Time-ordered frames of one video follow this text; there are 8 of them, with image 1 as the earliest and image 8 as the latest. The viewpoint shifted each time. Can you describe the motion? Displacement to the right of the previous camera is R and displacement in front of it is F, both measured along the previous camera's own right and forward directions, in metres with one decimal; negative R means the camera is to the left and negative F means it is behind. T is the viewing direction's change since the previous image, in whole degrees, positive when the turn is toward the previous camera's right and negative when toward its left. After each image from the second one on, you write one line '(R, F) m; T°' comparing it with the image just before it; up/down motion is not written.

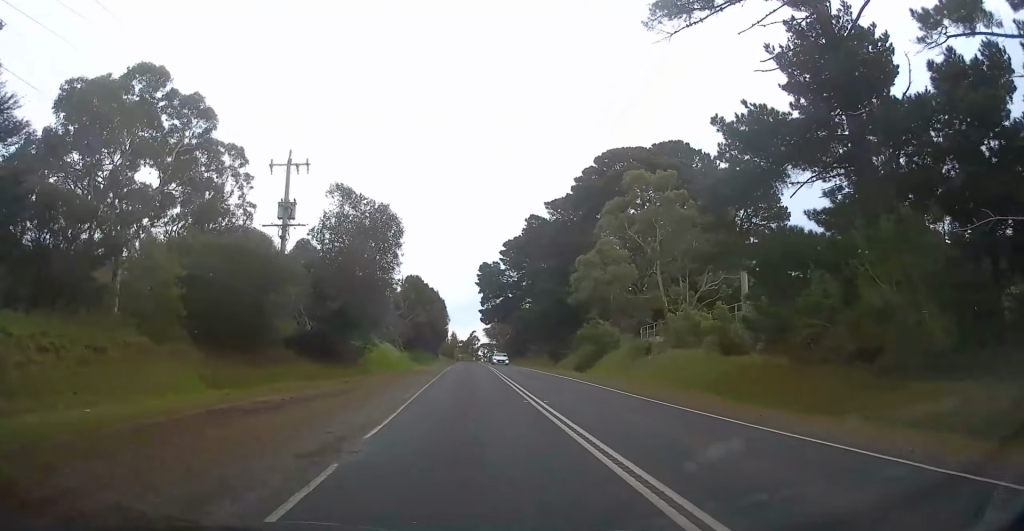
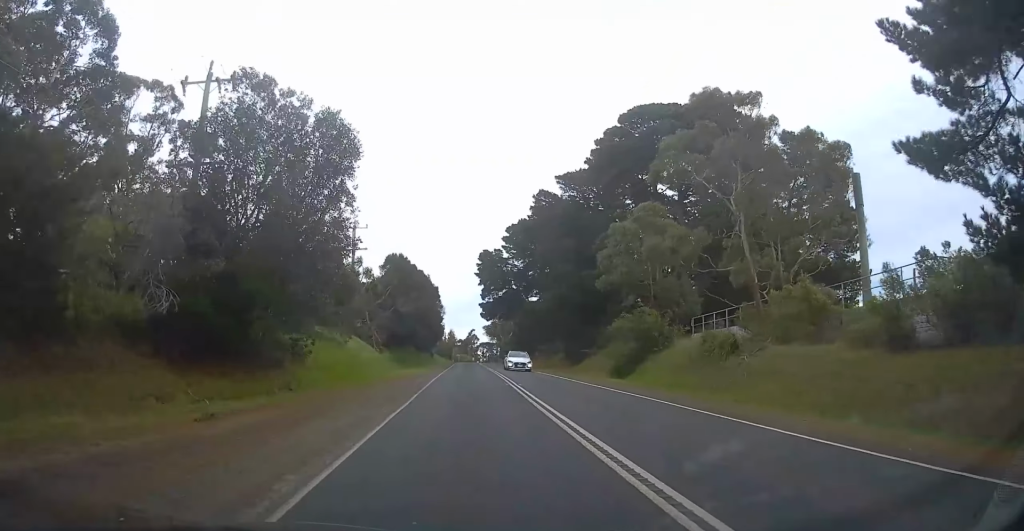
(0.0, +12.9) m; +1°
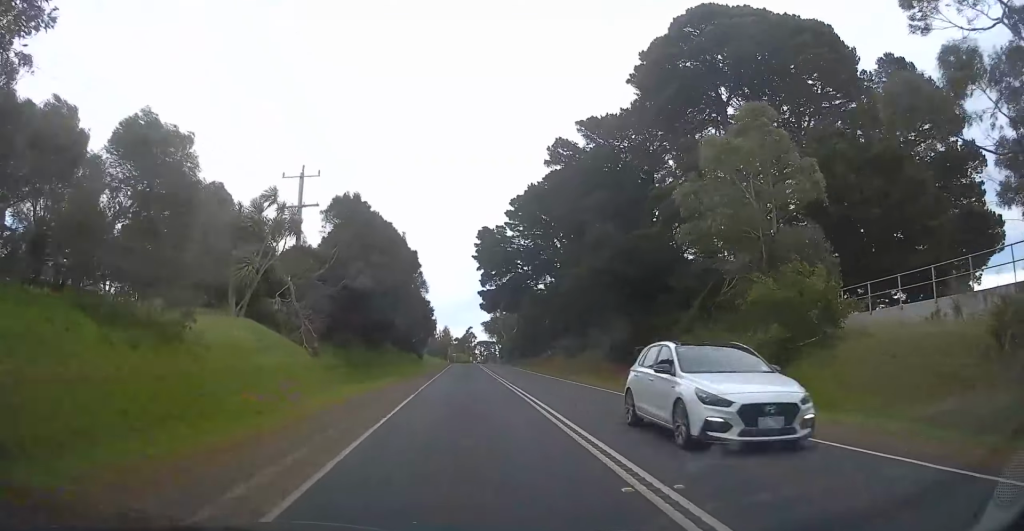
(+0.3, +17.9) m; +1°
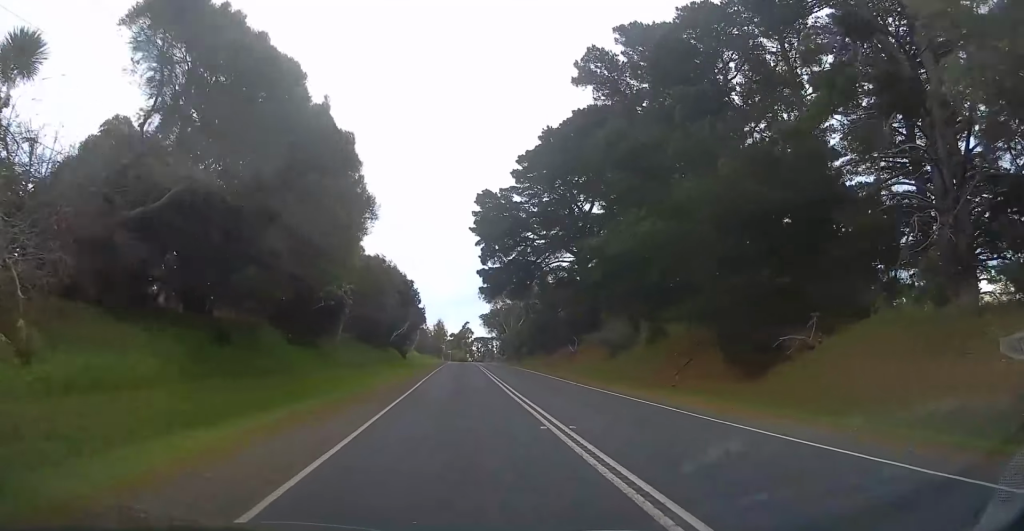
(+0.2, +17.8) m; 0°
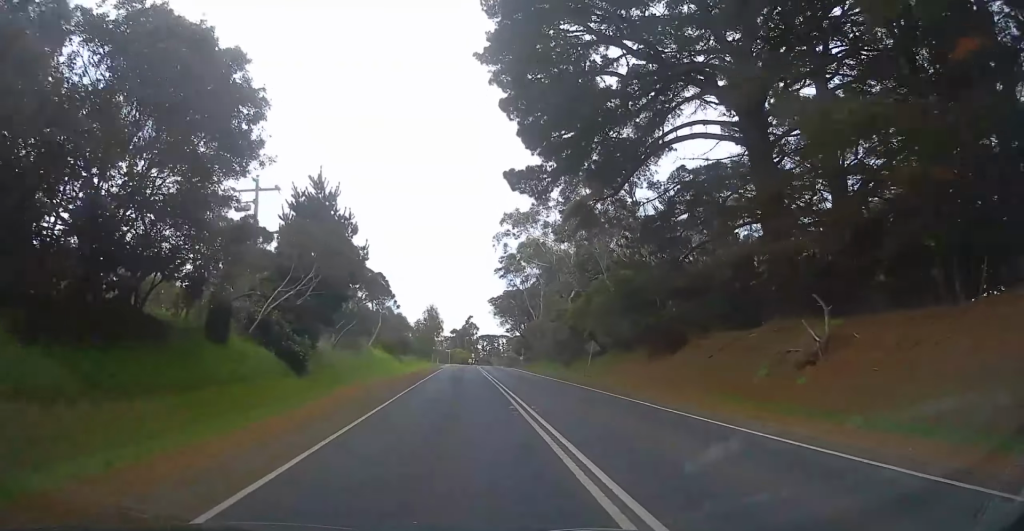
(-0.6, +41.4) m; -2°
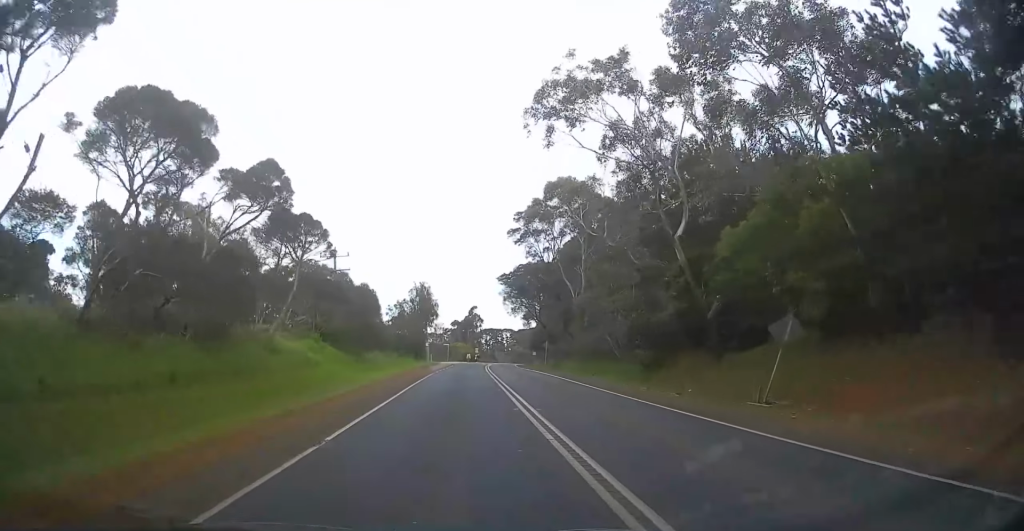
(-0.1, +23.9) m; 0°
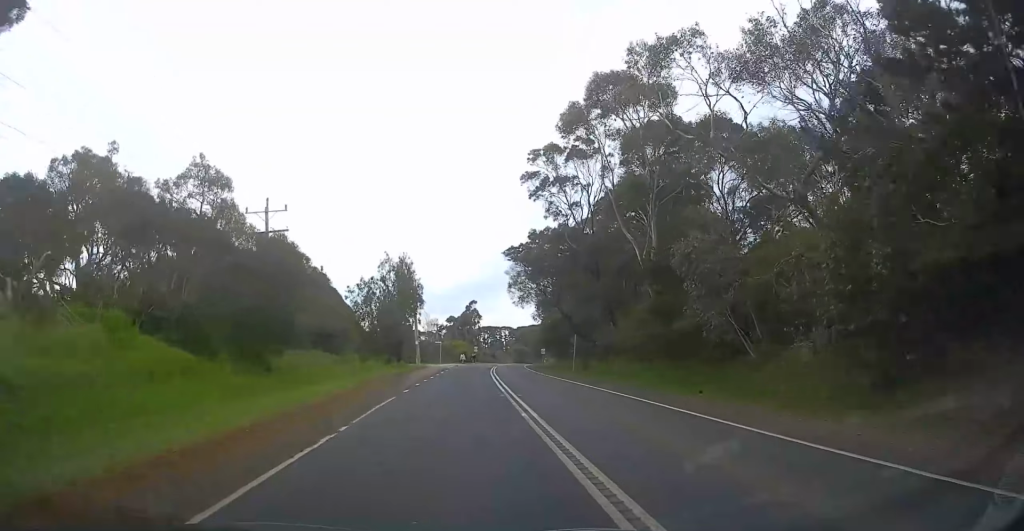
(0.0, +19.3) m; +1°
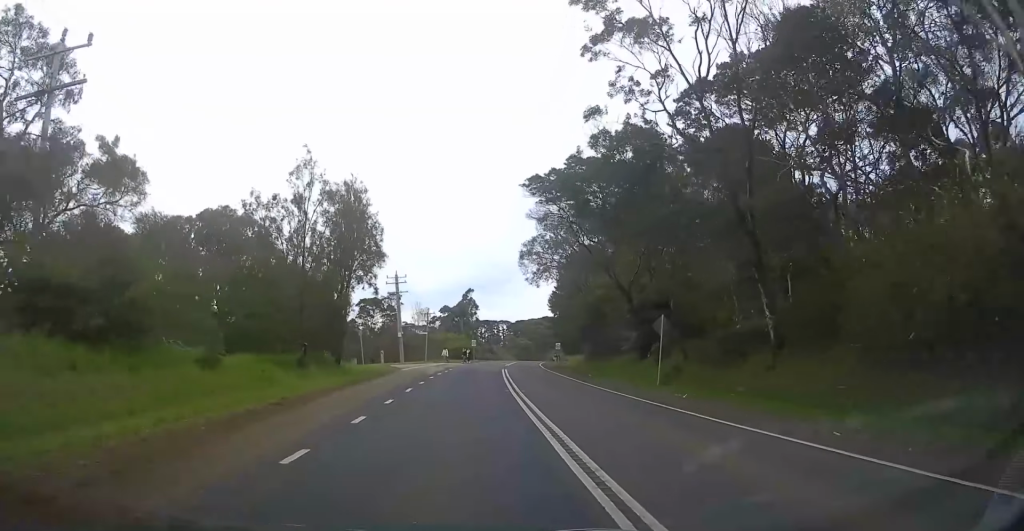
(+0.2, +21.5) m; +1°
